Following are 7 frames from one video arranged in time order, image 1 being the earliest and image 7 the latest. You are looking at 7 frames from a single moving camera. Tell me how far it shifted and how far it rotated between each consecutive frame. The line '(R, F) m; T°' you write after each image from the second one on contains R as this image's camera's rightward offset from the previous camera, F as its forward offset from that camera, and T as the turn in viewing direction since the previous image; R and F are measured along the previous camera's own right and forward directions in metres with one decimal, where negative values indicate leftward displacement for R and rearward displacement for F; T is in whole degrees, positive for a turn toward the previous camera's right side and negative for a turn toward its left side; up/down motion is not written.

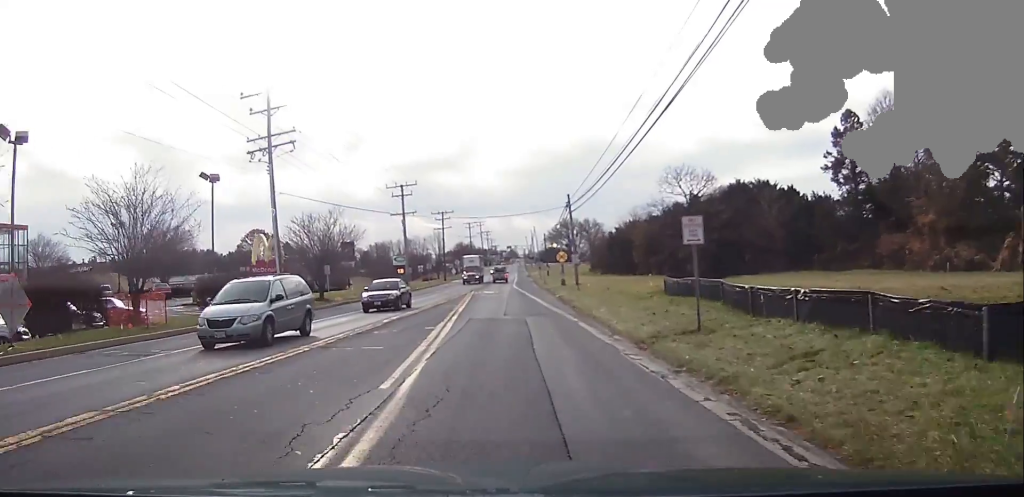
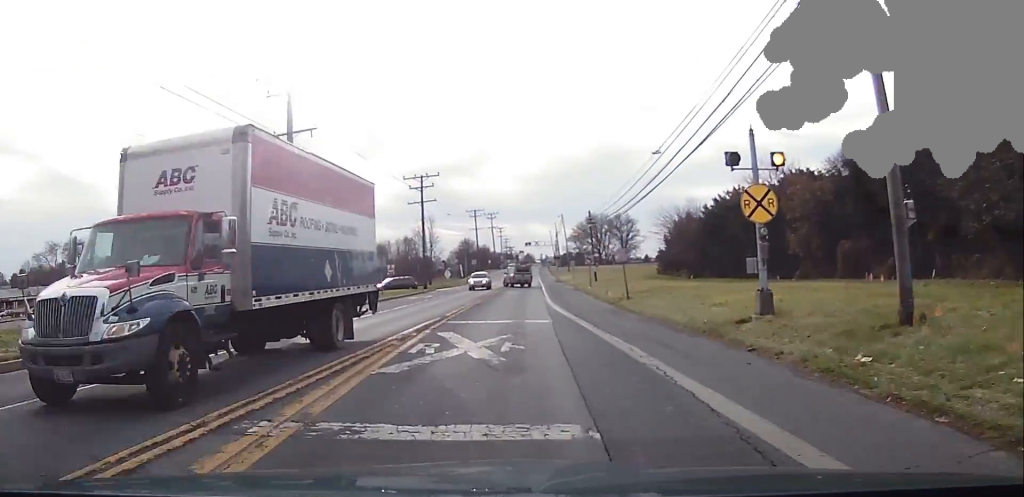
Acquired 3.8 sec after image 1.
(+1.5, +47.3) m; +3°
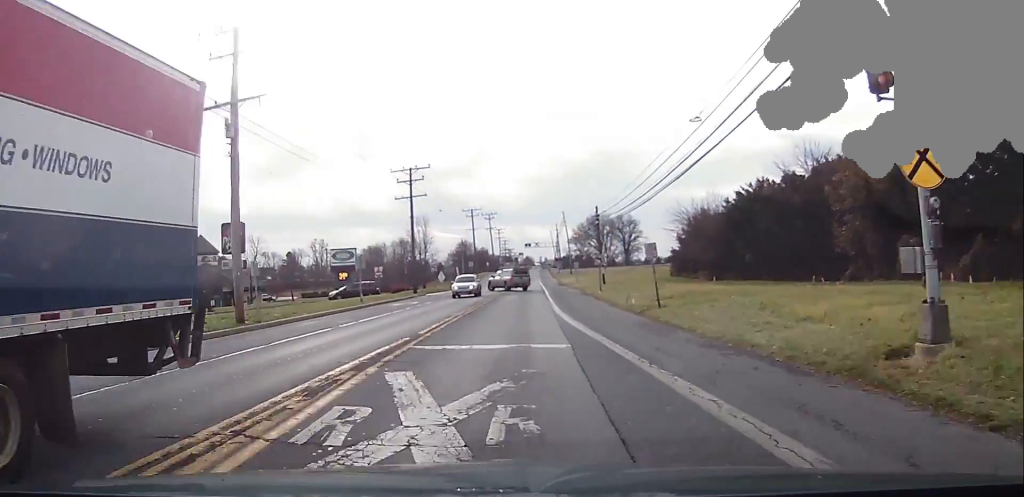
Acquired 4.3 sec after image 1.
(0.0, +7.0) m; +1°
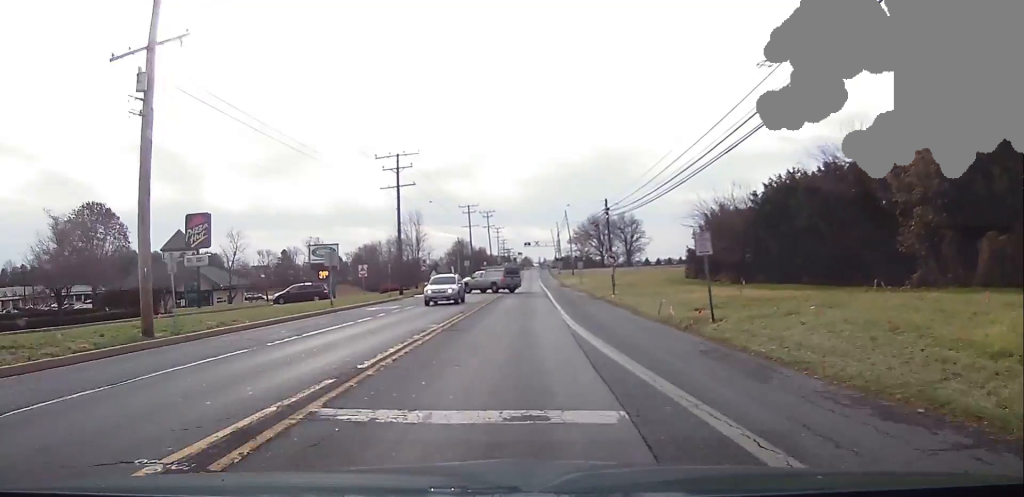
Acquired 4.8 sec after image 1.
(+0.4, +7.1) m; 0°
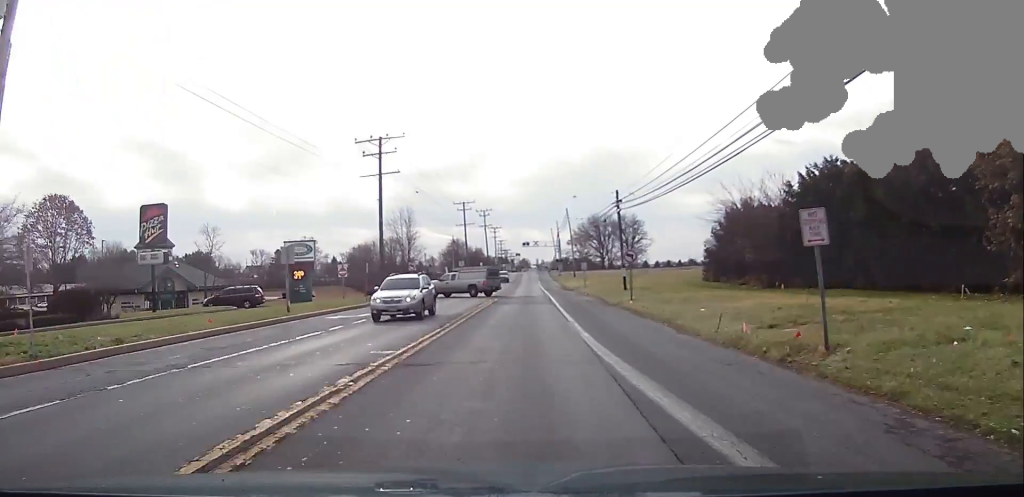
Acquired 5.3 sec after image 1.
(+0.1, +7.1) m; 0°
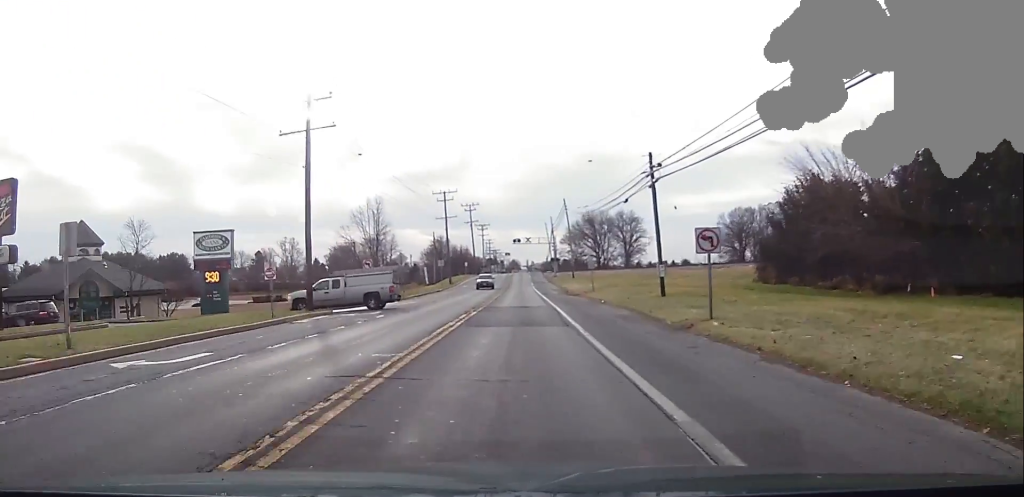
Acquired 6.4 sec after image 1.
(-0.5, +16.0) m; -1°
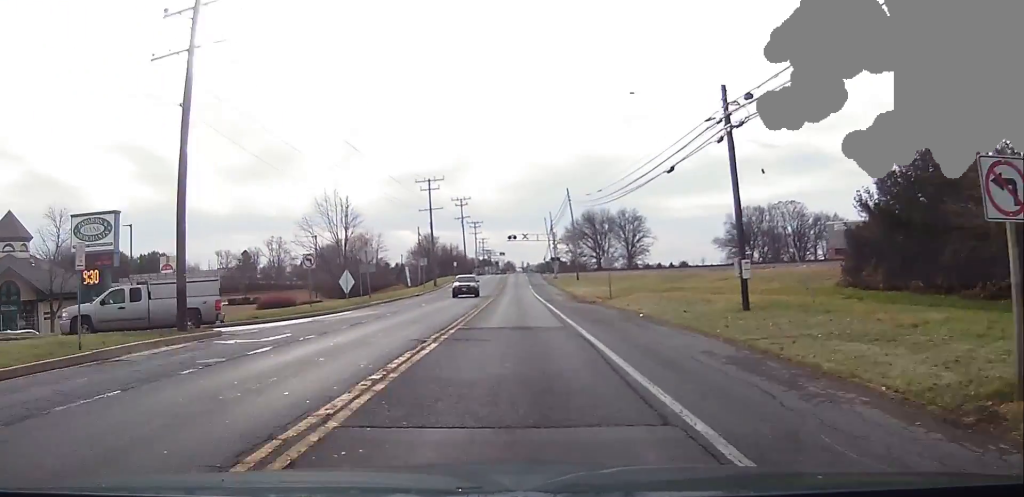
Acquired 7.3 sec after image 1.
(+0.1, +12.8) m; +1°
